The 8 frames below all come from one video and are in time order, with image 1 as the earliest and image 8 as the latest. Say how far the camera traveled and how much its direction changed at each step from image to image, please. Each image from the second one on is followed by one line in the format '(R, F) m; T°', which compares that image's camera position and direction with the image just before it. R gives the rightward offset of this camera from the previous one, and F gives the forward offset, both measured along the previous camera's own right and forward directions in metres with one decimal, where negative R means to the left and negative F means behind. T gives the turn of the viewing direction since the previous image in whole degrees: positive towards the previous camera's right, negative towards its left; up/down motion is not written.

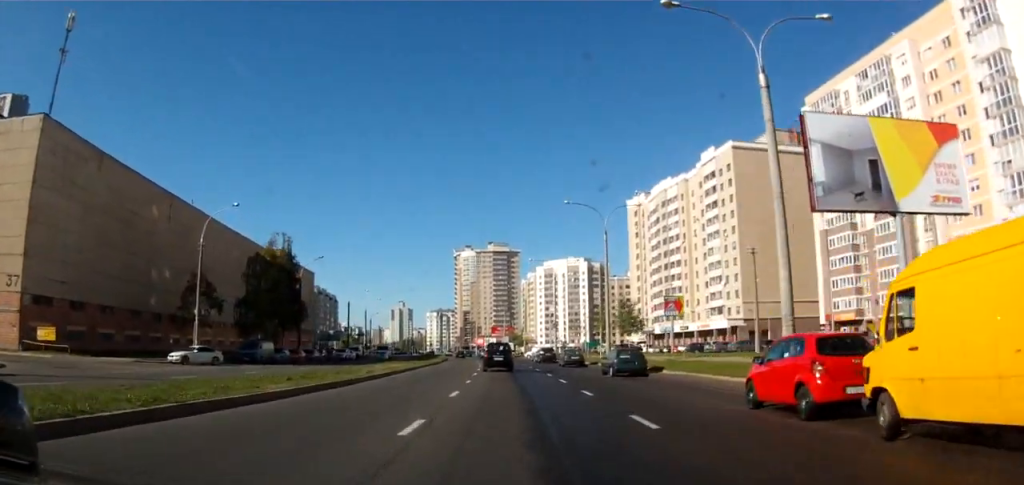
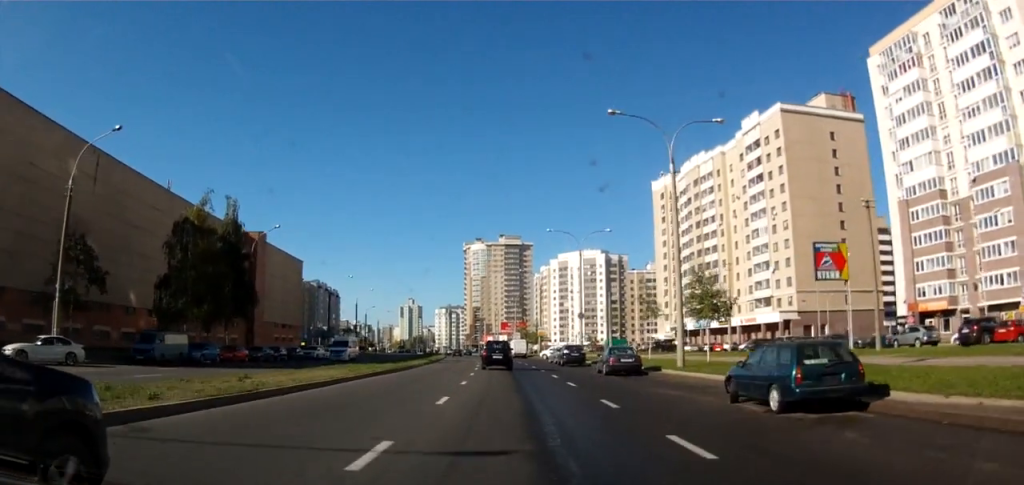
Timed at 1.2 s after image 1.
(-0.5, +18.6) m; -2°
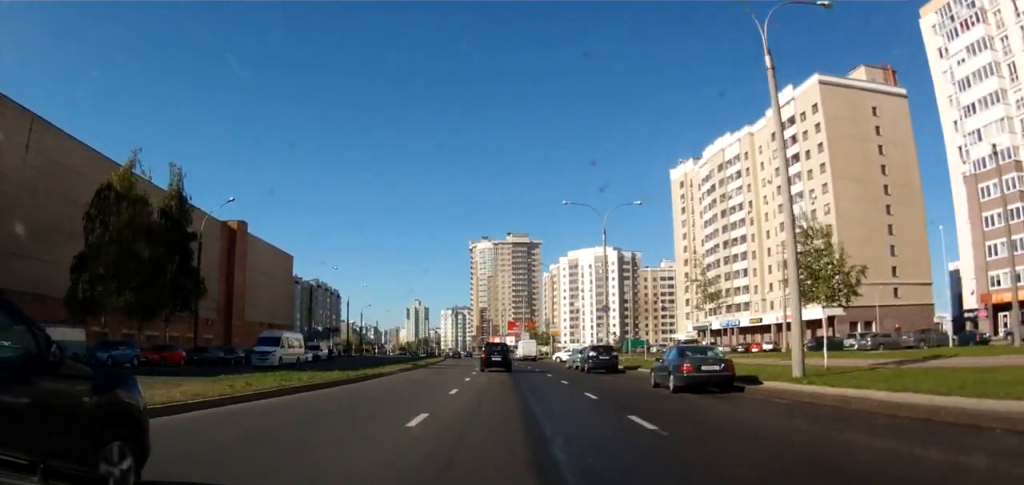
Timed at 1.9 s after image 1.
(0.0, +12.2) m; 0°
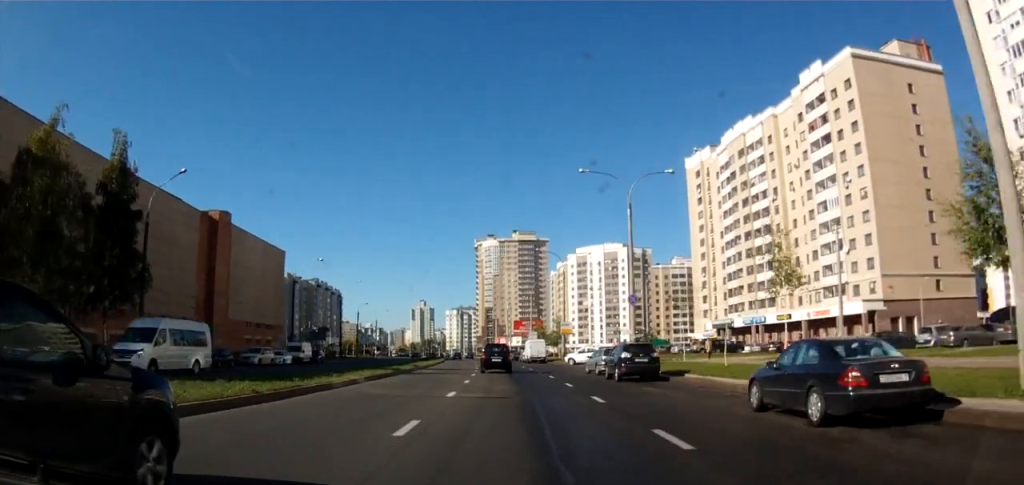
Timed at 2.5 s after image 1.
(+0.1, +8.9) m; -1°
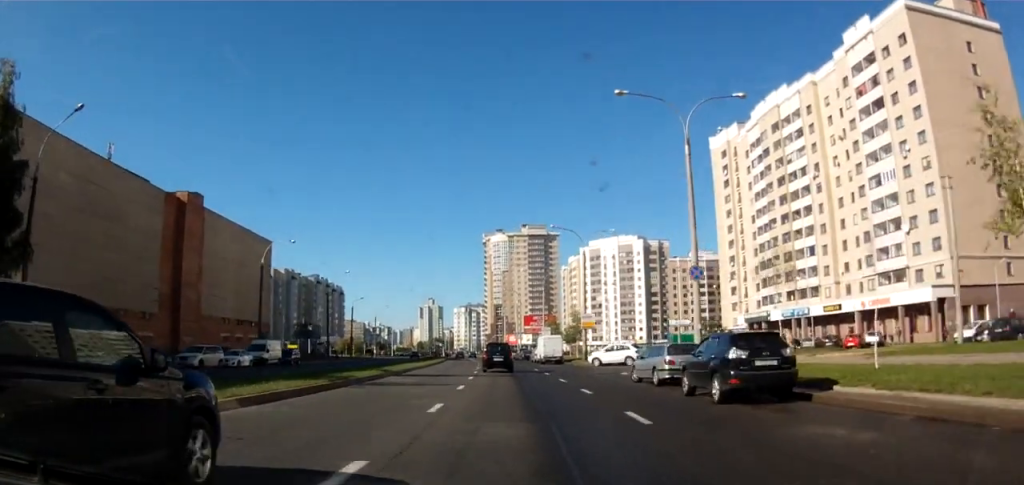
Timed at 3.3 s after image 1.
(-0.2, +12.6) m; -1°
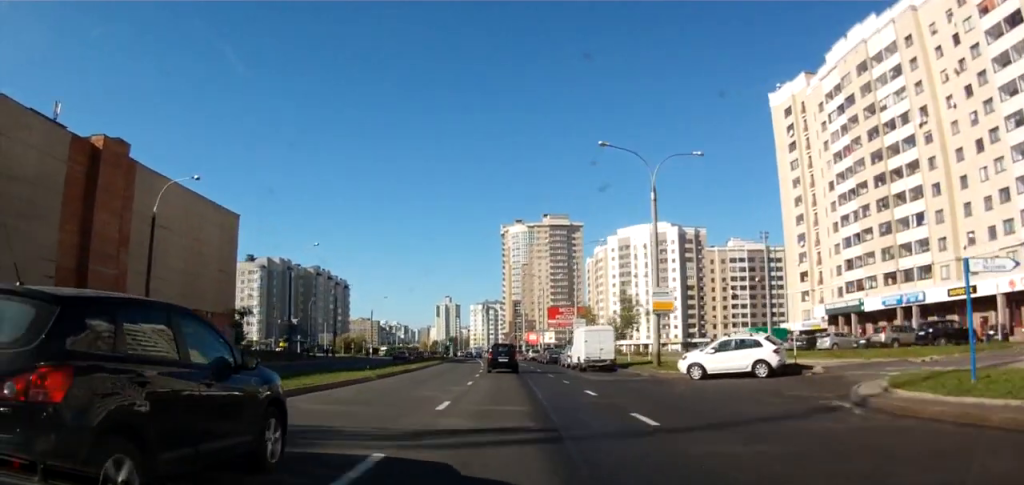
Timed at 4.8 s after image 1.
(+0.2, +23.7) m; -2°
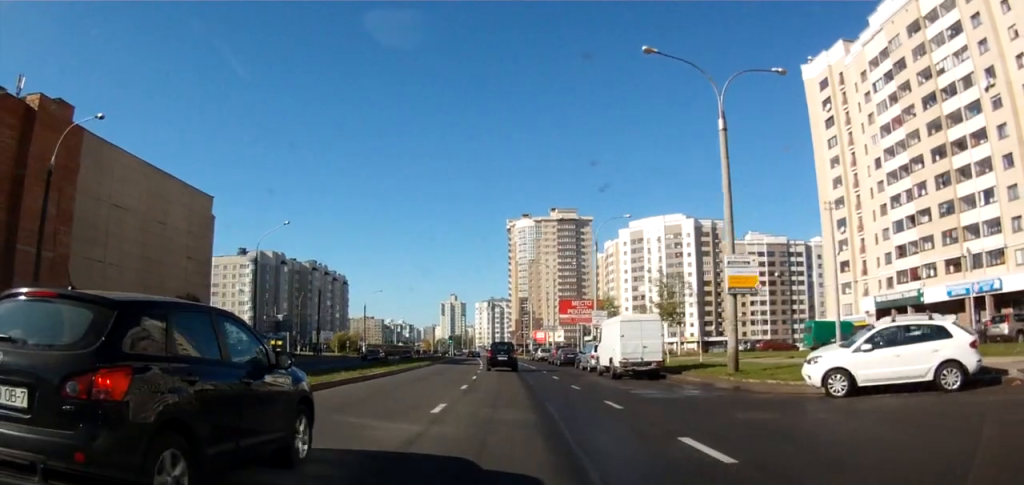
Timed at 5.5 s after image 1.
(-0.8, +11.2) m; -1°
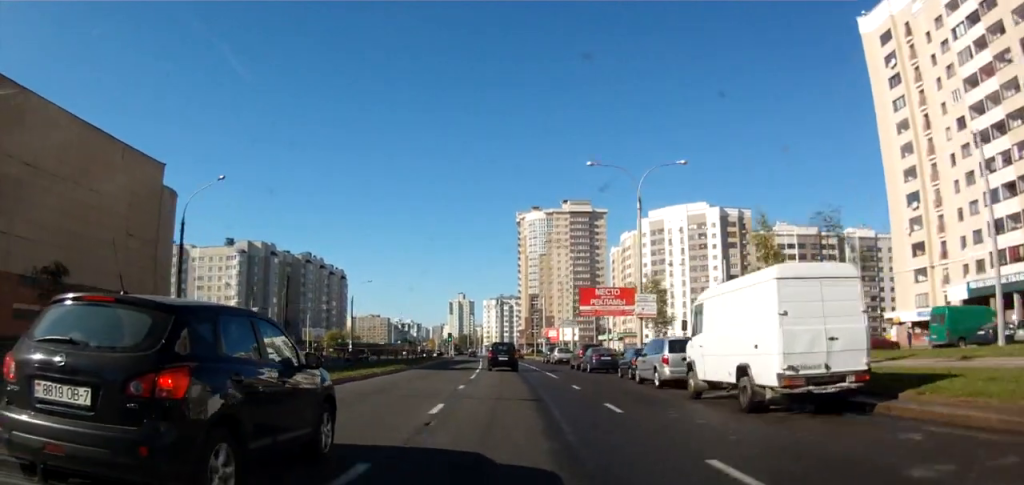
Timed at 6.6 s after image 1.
(+0.1, +16.1) m; -1°
